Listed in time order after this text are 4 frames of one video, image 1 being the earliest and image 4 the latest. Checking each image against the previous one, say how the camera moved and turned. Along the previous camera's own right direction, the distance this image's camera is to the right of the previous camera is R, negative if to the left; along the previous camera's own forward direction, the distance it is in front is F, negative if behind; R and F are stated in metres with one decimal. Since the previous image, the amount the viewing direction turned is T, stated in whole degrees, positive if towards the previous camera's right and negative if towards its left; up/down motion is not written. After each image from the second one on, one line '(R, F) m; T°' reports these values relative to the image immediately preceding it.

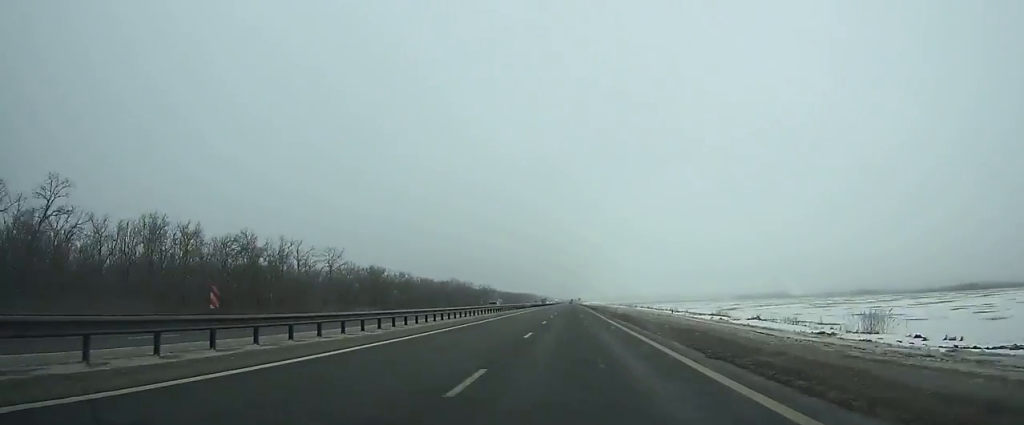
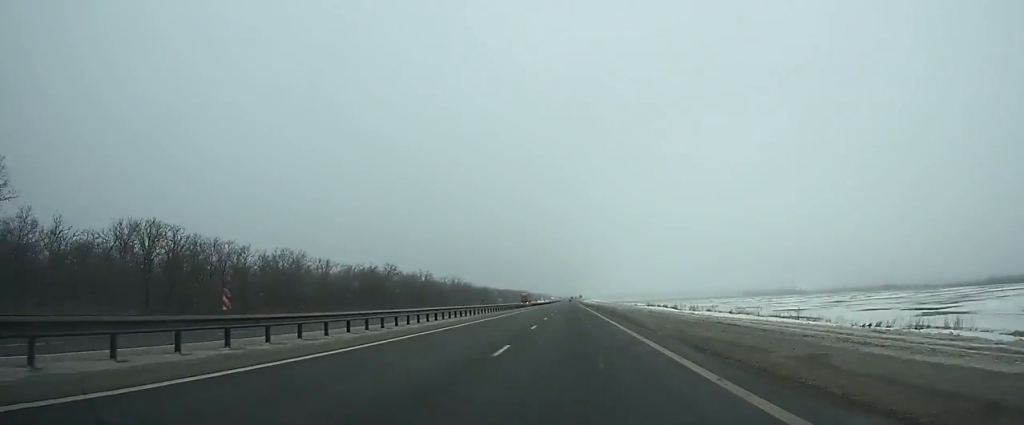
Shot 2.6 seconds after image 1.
(+0.1, +78.1) m; 0°
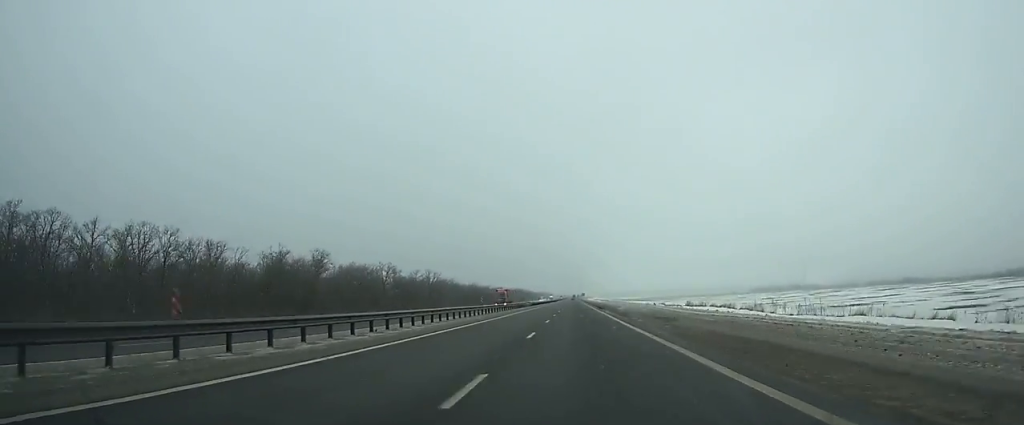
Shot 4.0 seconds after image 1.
(0.0, +42.3) m; 0°
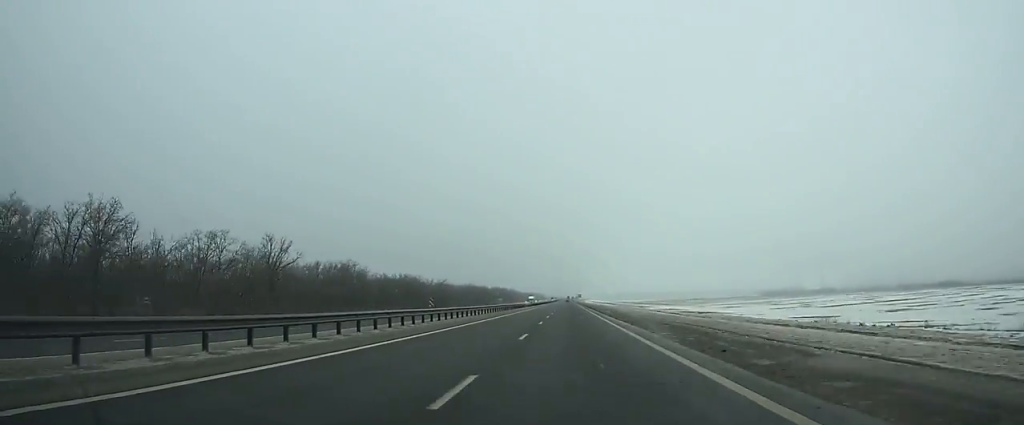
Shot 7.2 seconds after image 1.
(0.0, +97.8) m; 0°
